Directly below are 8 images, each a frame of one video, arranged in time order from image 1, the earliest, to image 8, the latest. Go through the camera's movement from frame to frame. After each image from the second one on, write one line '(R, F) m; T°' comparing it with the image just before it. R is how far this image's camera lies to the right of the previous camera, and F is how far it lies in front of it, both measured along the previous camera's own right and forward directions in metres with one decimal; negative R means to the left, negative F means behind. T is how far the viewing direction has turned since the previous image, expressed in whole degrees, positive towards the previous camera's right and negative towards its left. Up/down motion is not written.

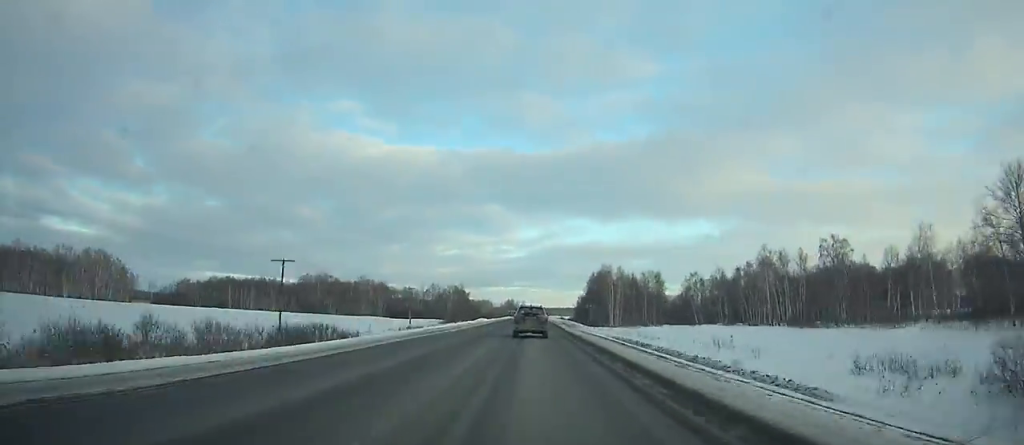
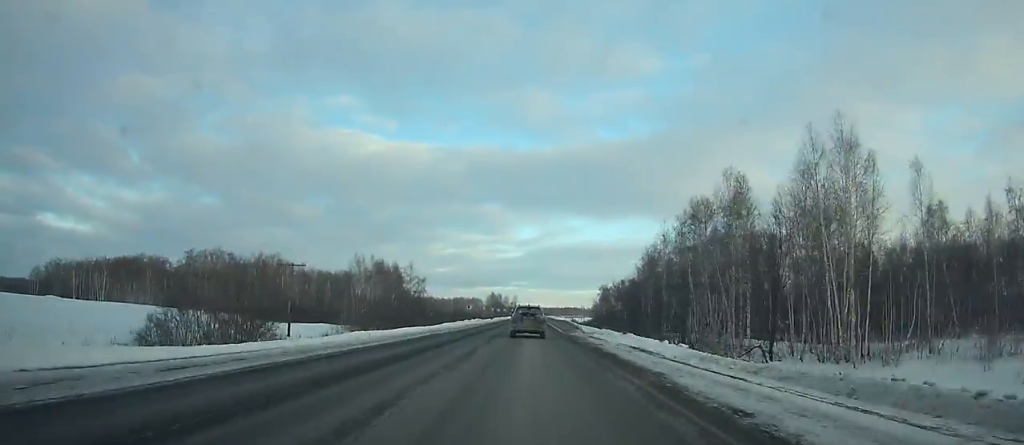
(+0.7, +103.5) m; 0°
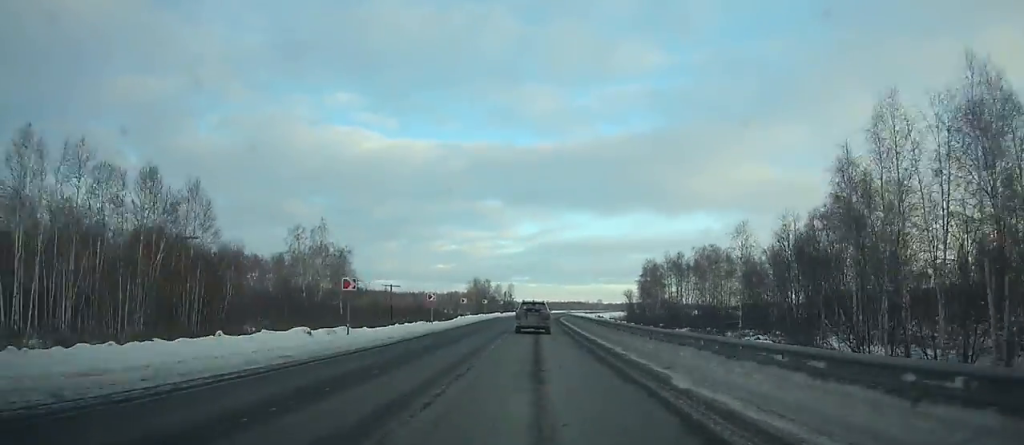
(+0.1, +72.1) m; 0°
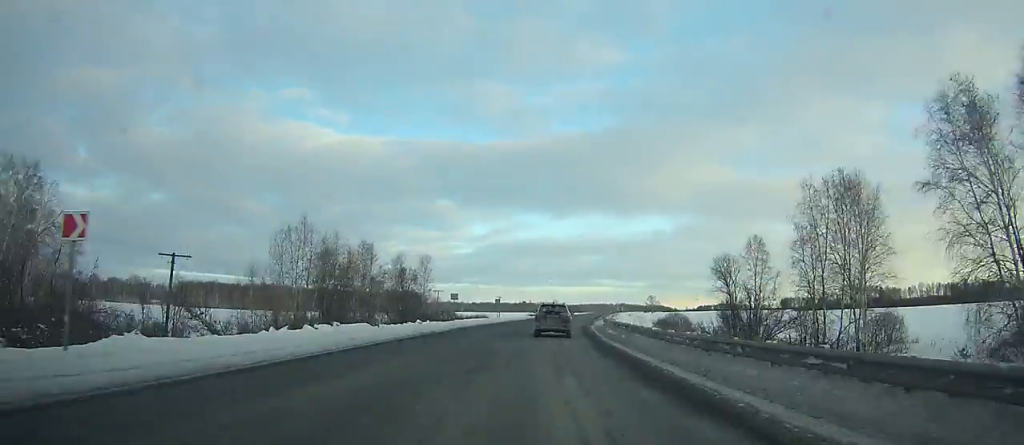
(+0.9, +93.6) m; +4°
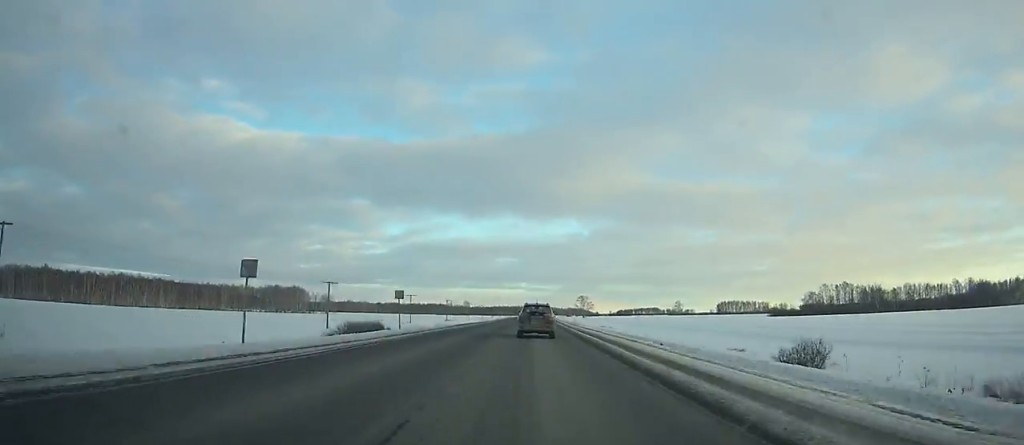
(+6.4, +92.6) m; +7°
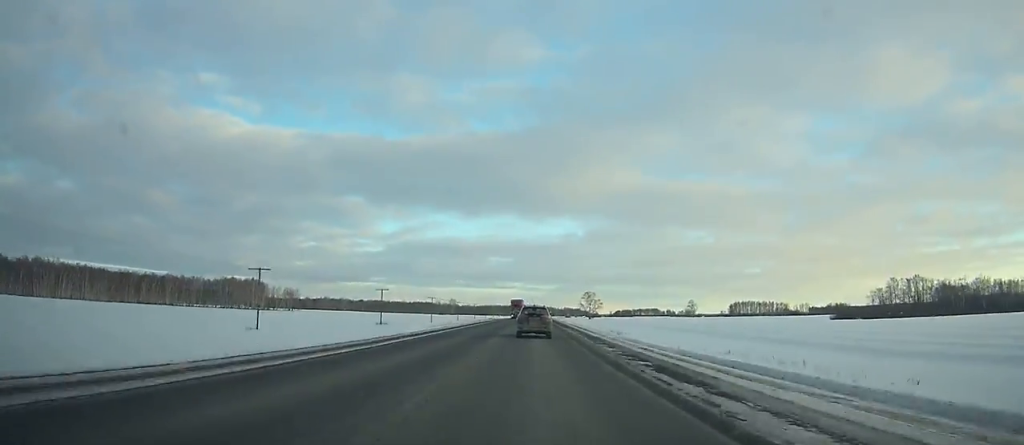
(+2.5, +76.8) m; +2°
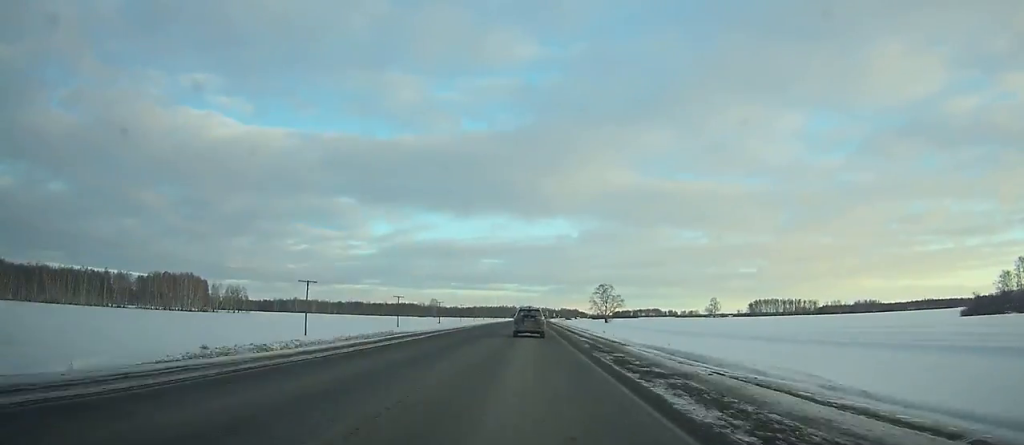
(+0.6, +88.8) m; 0°
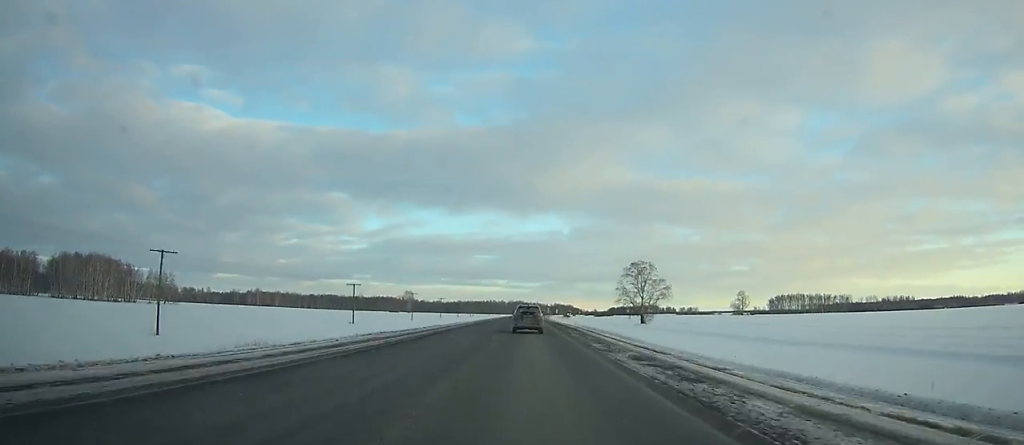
(0.0, +82.1) m; 0°
